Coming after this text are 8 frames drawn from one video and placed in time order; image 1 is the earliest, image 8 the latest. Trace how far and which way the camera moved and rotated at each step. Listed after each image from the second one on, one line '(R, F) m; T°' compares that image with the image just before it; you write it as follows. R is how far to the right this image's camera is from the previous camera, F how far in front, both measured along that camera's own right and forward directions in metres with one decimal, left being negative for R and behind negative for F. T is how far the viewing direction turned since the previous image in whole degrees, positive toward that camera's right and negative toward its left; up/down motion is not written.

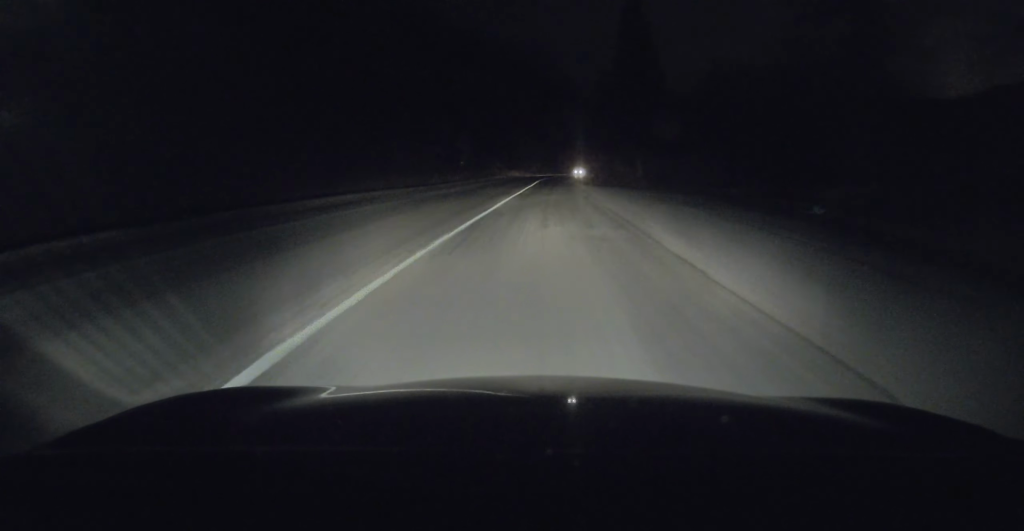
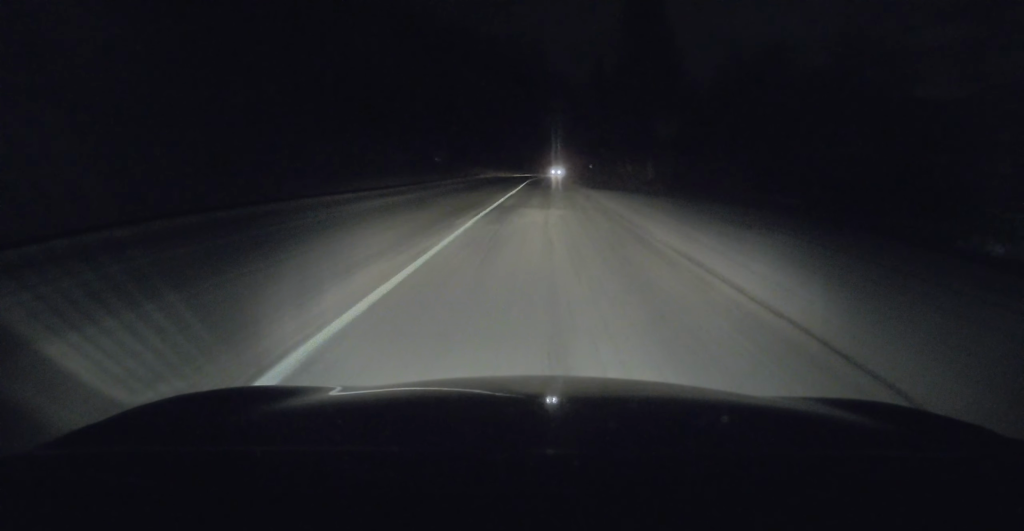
(+0.1, +10.9) m; 0°
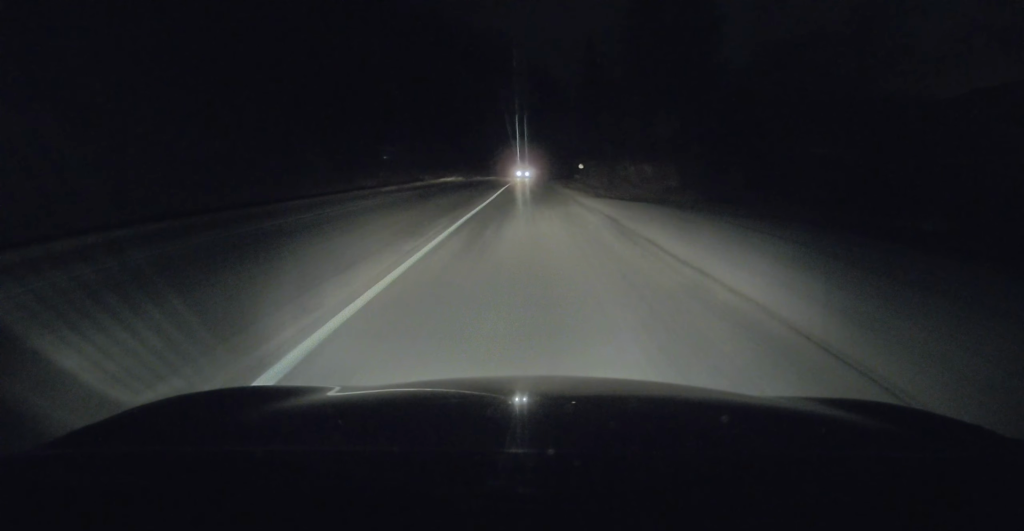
(0.0, +14.6) m; 0°
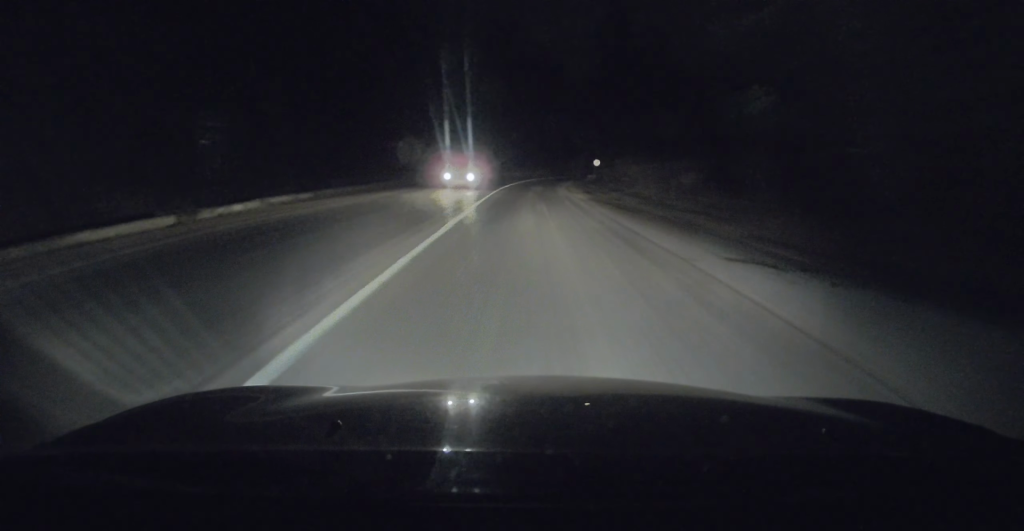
(+0.1, +24.8) m; +1°
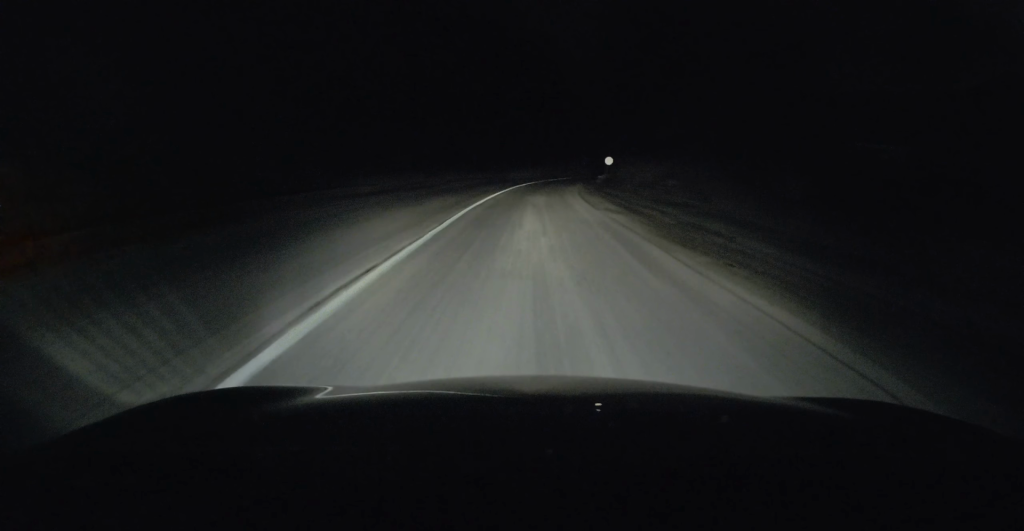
(+0.1, +15.0) m; +1°
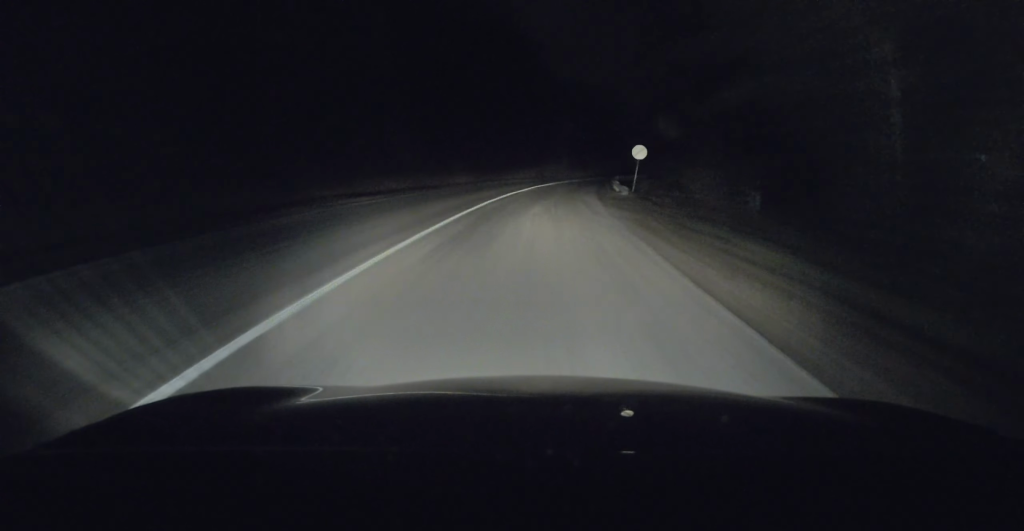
(+0.6, +31.8) m; +3°
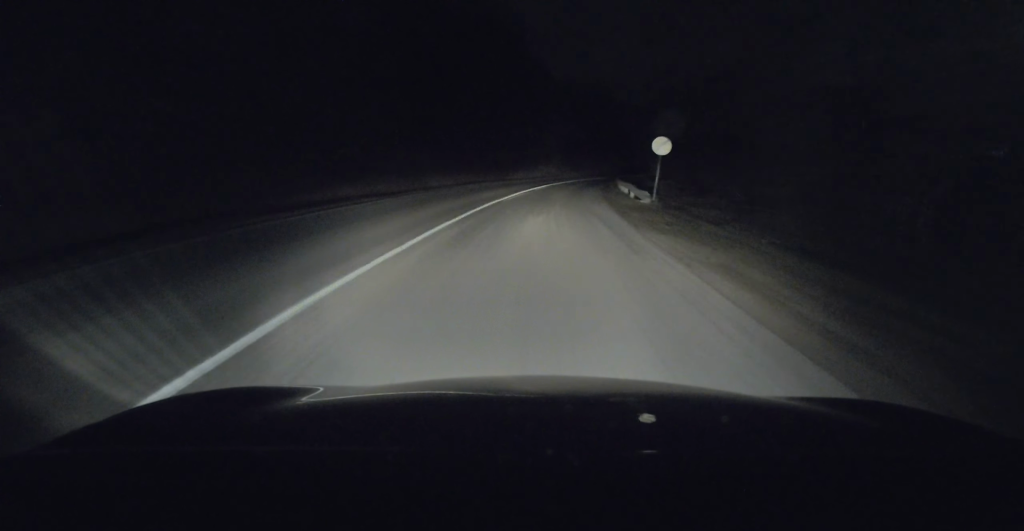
(0.0, +7.8) m; +1°
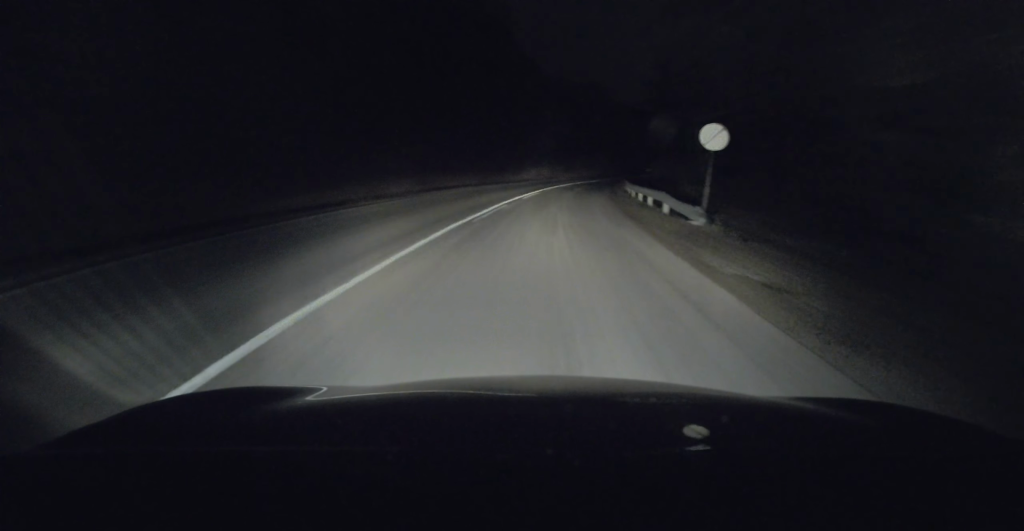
(+0.2, +8.5) m; +2°
